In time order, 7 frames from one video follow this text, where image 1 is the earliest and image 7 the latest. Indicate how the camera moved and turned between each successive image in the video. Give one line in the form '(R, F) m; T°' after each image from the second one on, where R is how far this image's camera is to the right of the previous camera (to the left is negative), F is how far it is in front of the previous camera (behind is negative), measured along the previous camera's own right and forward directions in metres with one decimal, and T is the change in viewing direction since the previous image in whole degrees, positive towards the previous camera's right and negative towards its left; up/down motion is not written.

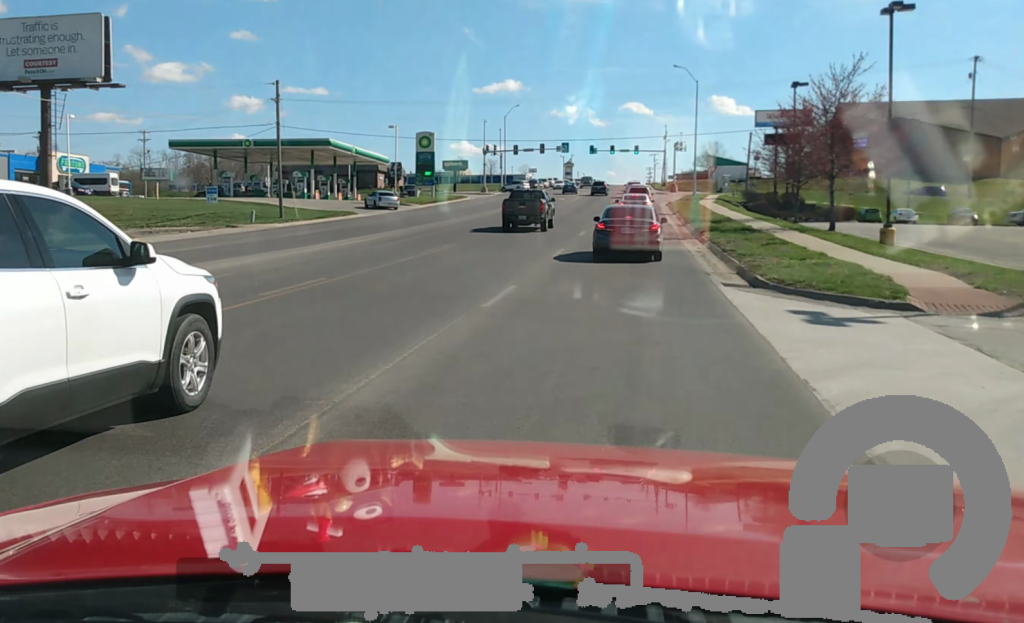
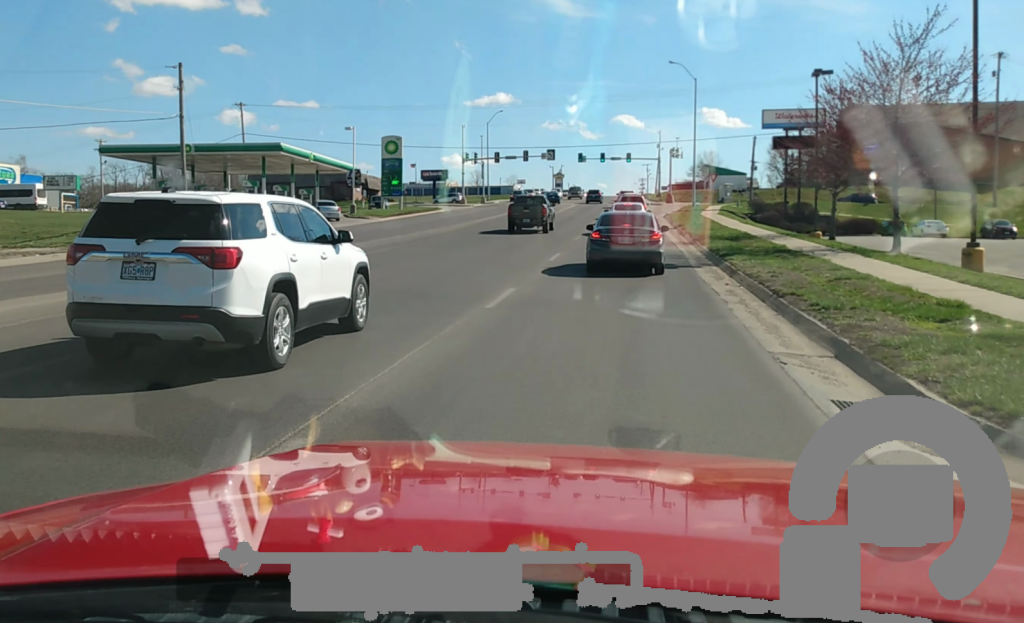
(-0.1, +10.7) m; -1°
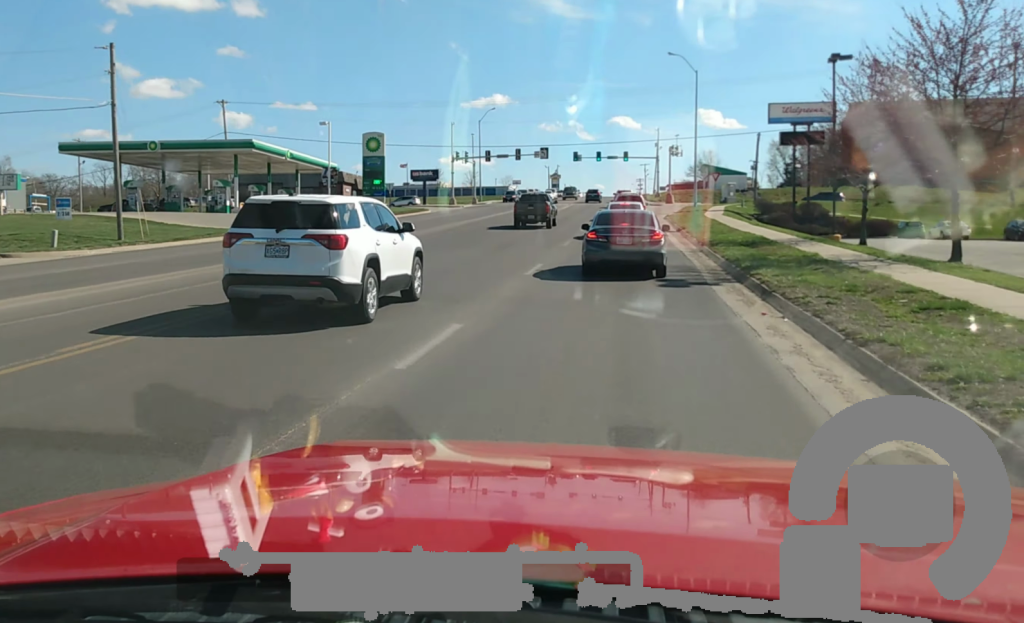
(-0.1, +5.5) m; -1°
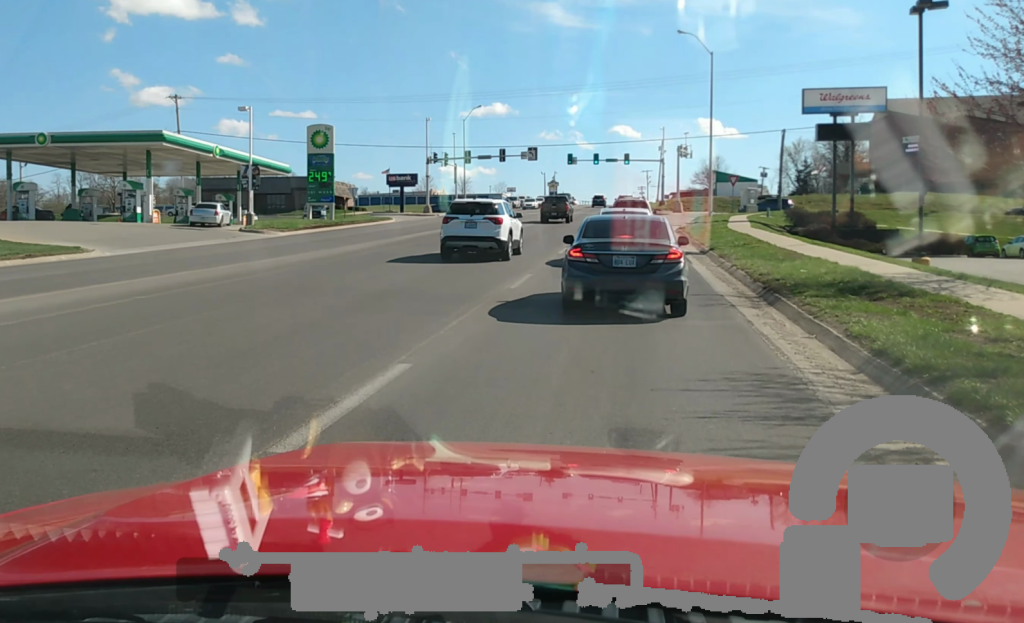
(-0.1, +13.6) m; 0°
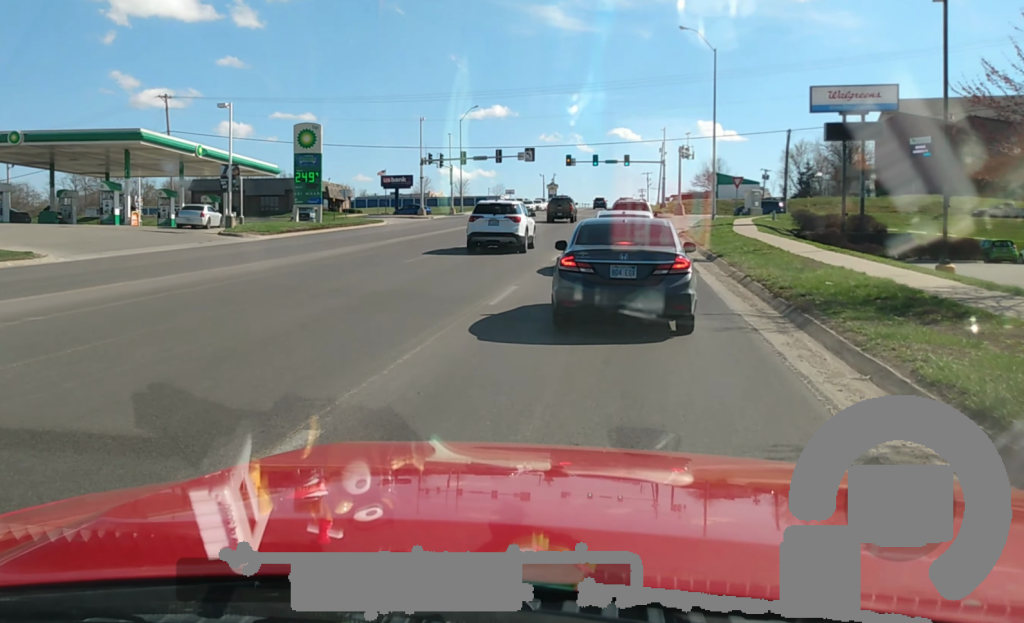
(+0.1, +2.3) m; +1°
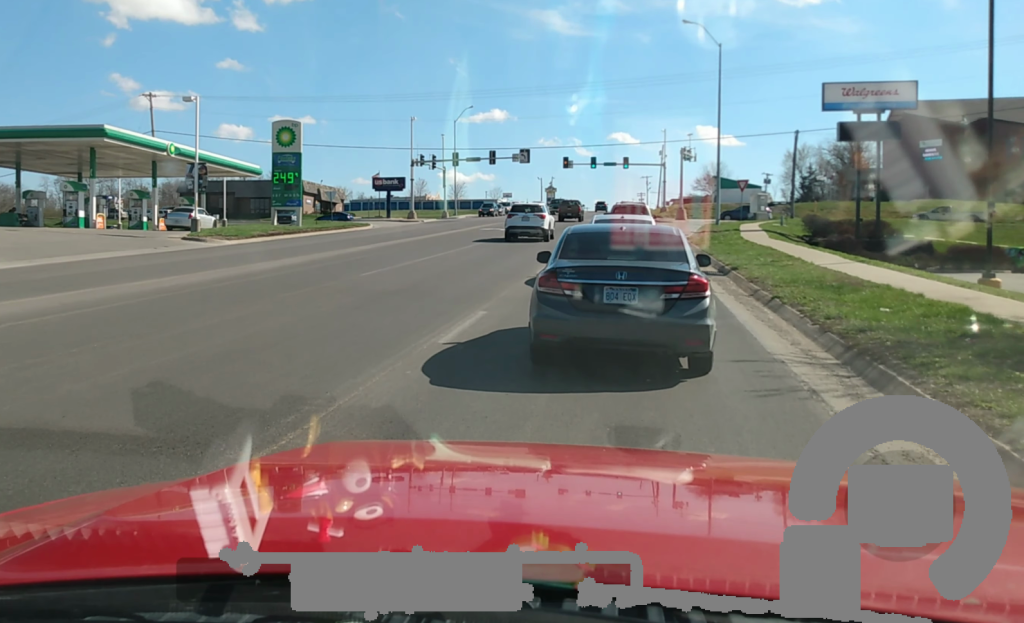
(+0.1, +4.3) m; +4°
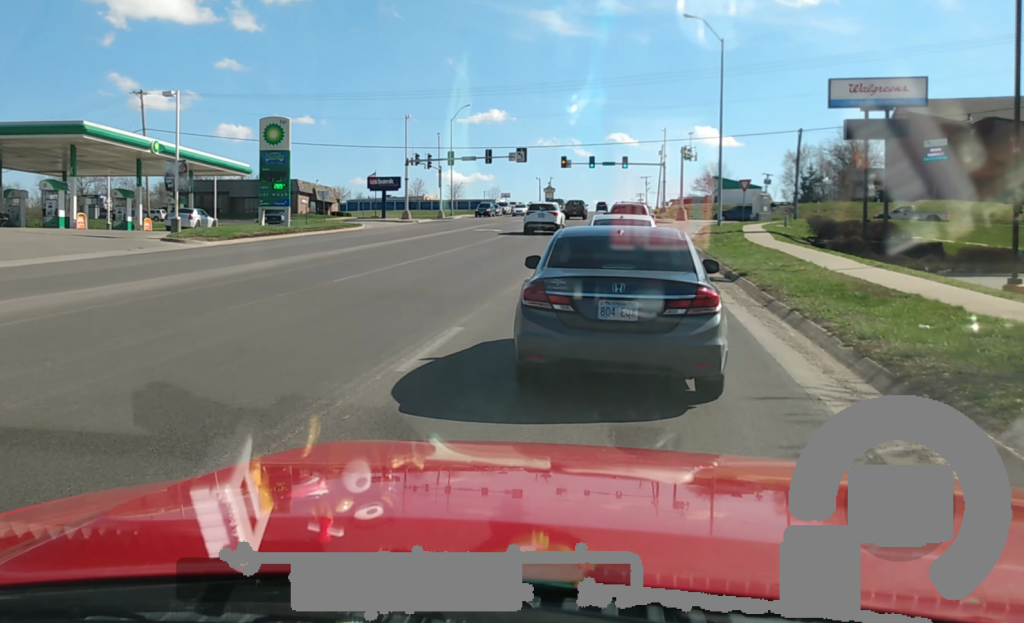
(0.0, +2.3) m; +2°
